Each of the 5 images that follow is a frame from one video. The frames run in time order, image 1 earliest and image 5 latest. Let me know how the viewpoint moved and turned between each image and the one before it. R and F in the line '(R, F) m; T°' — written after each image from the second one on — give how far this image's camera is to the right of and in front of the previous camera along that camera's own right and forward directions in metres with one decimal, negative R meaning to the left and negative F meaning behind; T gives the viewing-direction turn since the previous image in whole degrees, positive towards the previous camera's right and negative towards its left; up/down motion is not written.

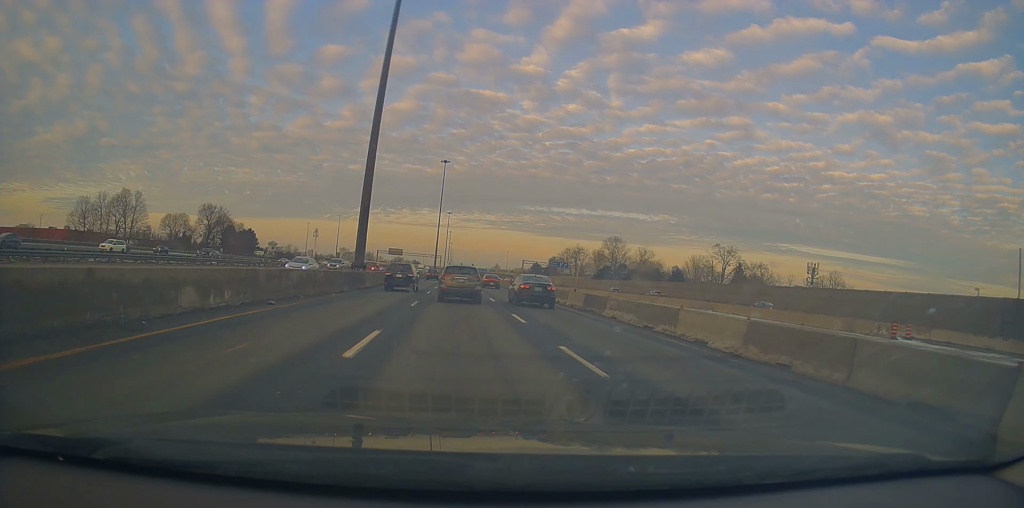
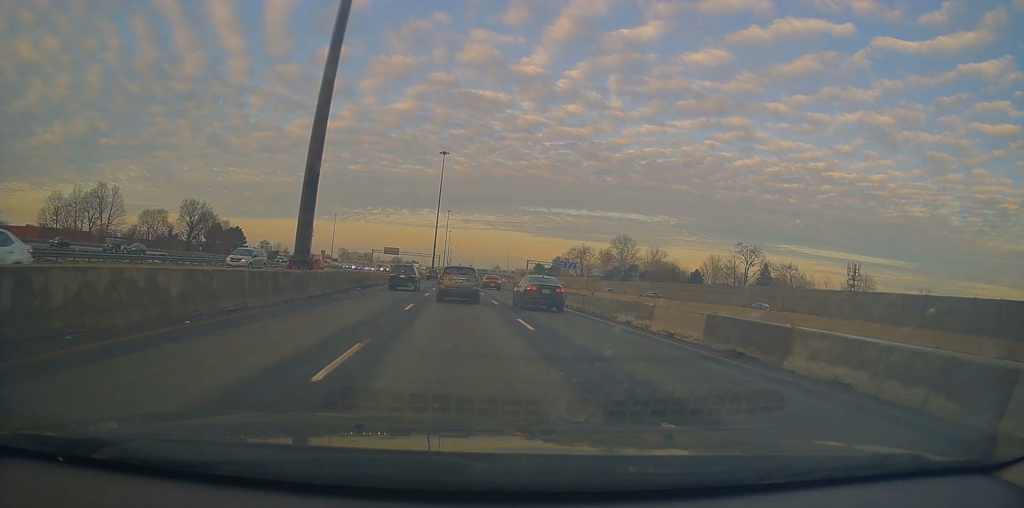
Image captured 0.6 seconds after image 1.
(+0.1, +14.0) m; 0°
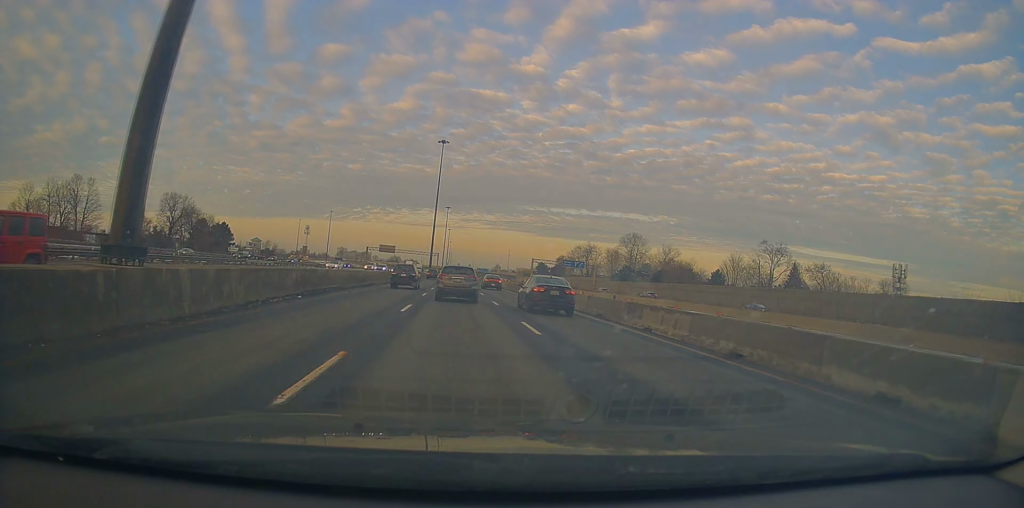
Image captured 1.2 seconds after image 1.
(+0.3, +13.2) m; 0°
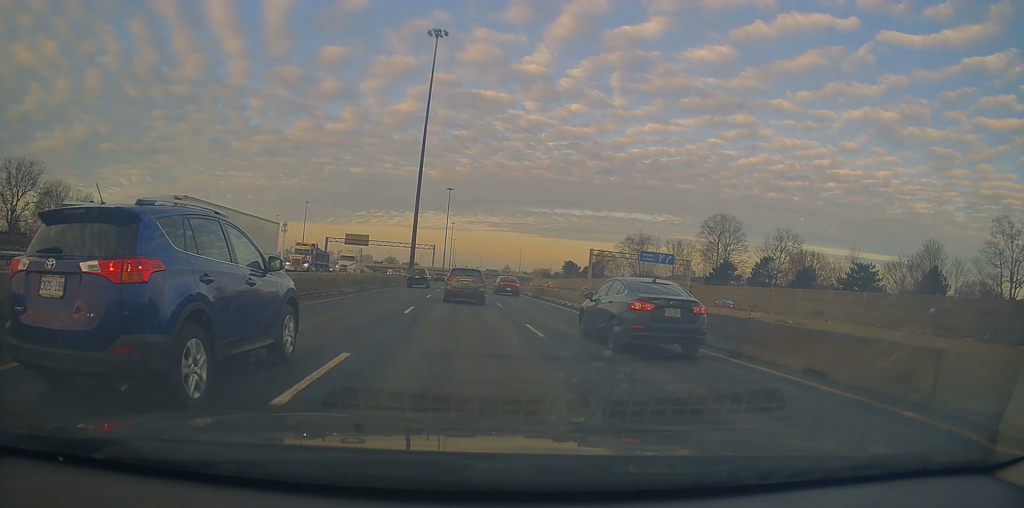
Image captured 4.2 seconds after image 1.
(-0.5, +72.0) m; -1°
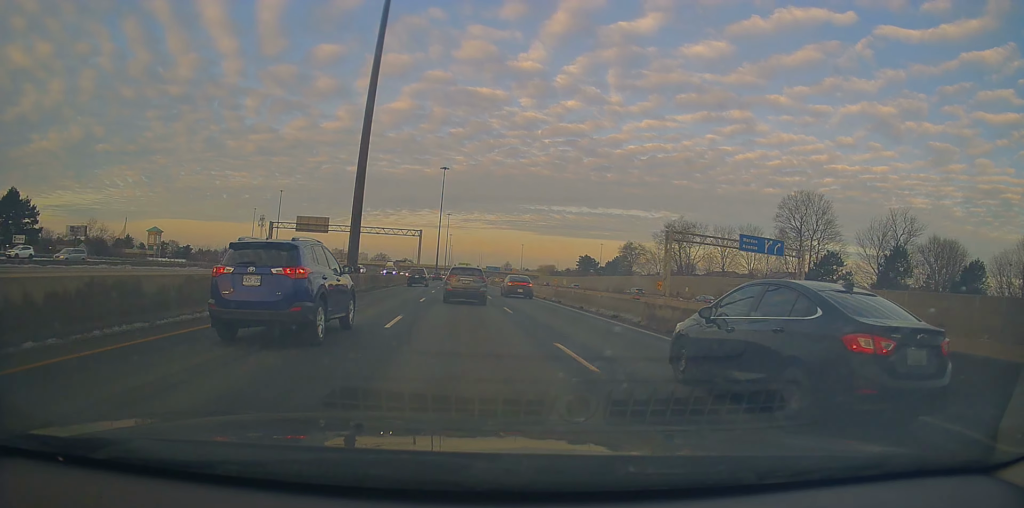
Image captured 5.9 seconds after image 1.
(+0.2, +41.1) m; +1°
